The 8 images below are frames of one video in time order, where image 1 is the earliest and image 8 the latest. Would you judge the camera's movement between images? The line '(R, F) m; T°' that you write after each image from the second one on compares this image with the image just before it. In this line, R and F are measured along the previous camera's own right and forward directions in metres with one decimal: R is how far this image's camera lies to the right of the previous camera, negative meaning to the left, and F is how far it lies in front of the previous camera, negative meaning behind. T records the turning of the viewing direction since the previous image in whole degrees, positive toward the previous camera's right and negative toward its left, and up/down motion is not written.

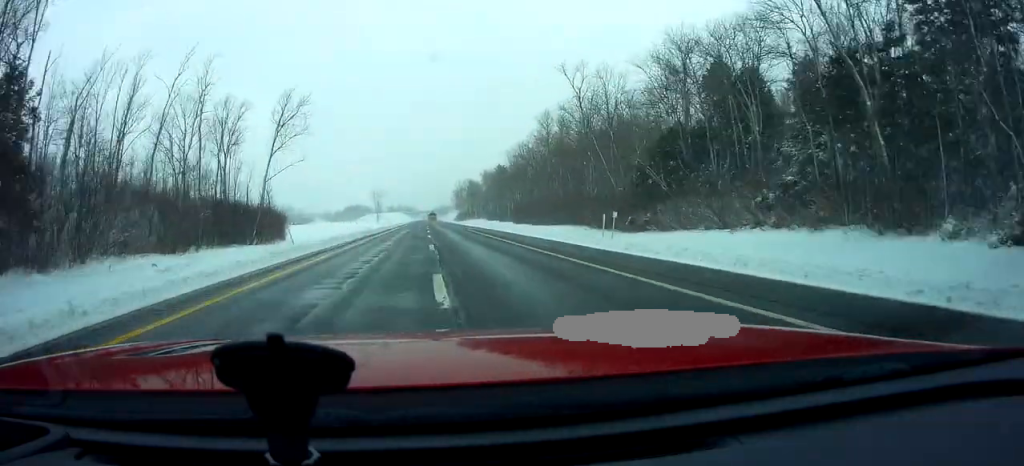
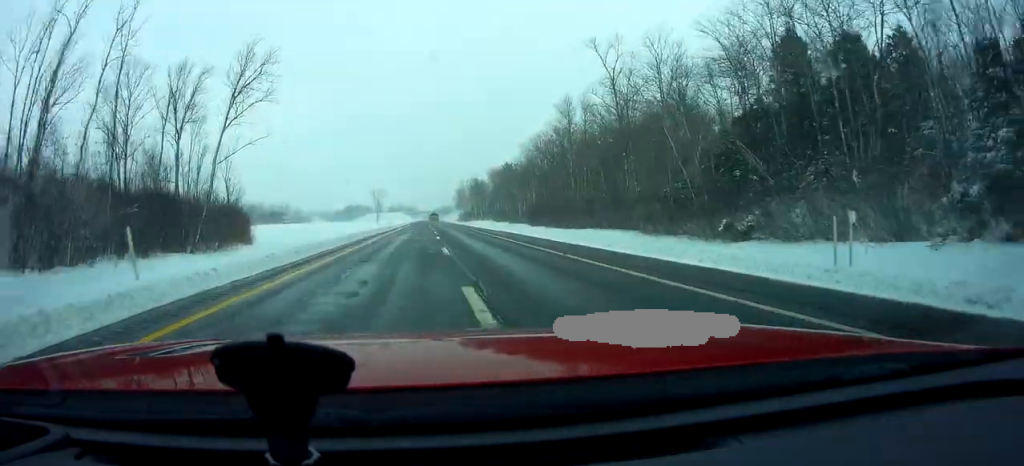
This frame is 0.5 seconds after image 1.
(0.0, +14.0) m; 0°
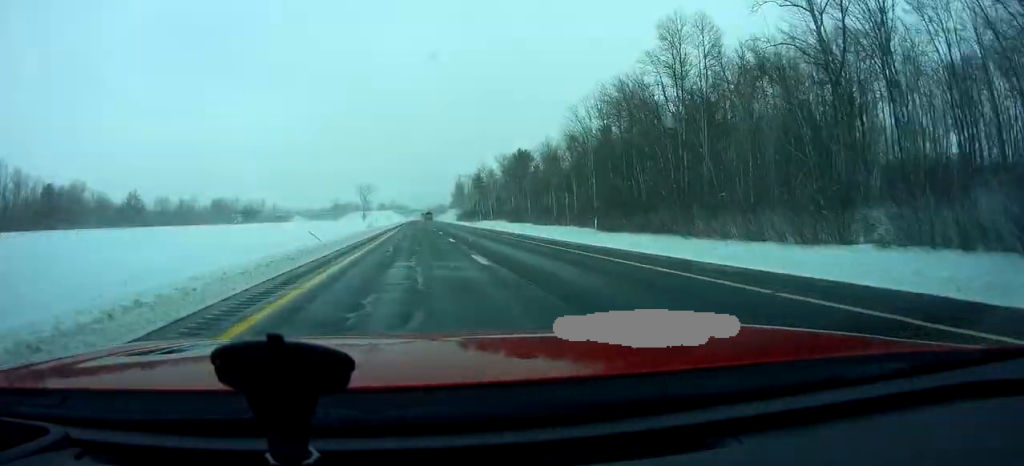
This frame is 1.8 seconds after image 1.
(-0.3, +41.5) m; 0°
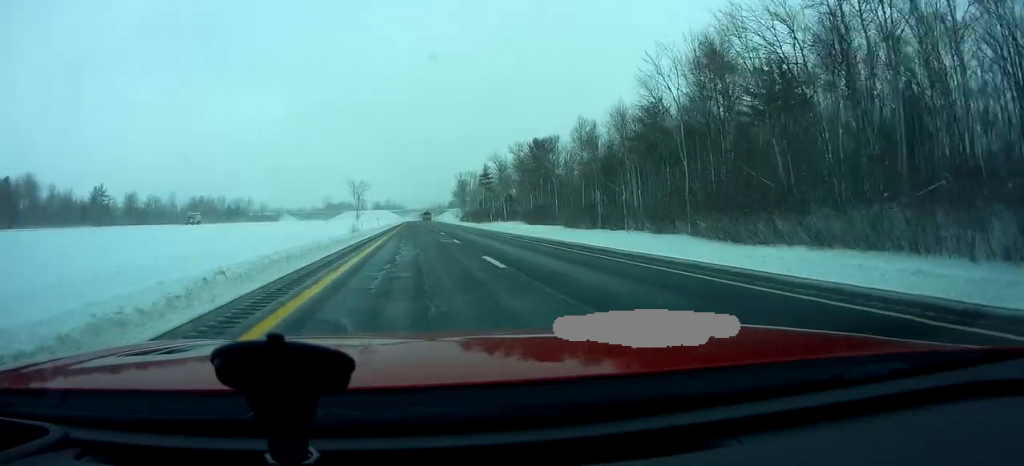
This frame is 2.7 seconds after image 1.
(+0.2, +25.4) m; +1°
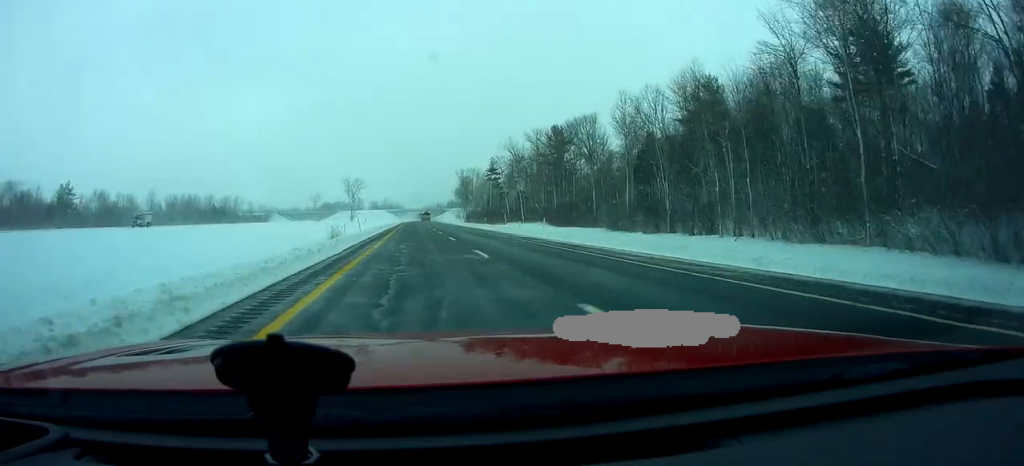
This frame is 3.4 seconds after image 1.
(+0.3, +21.3) m; 0°
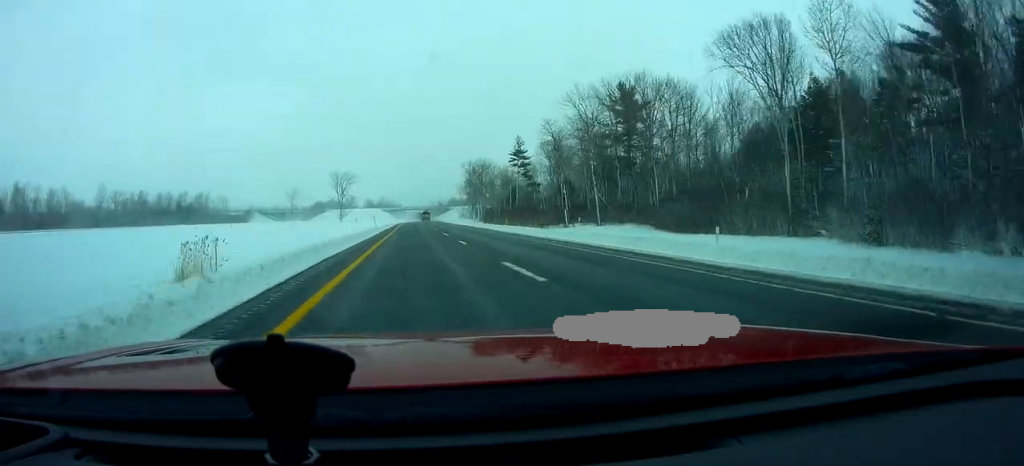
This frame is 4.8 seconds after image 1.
(-0.1, +43.3) m; 0°
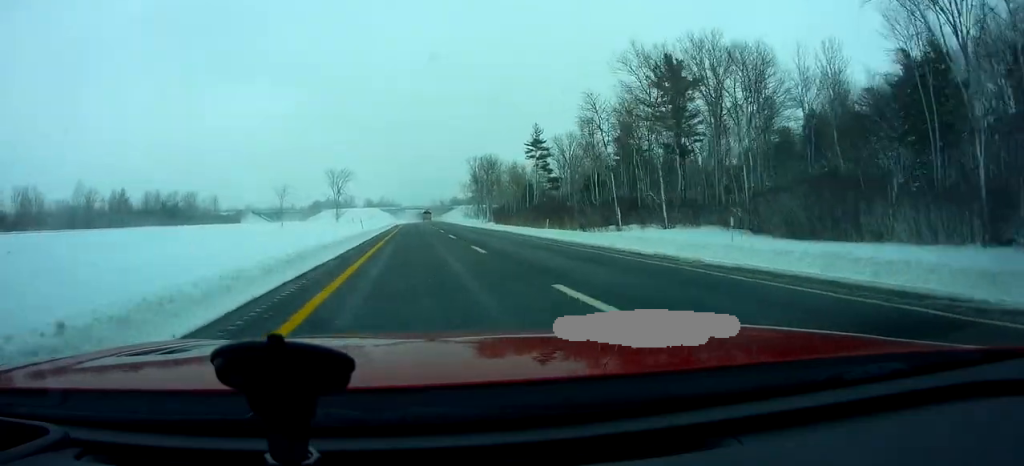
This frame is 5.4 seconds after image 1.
(+0.2, +16.9) m; 0°
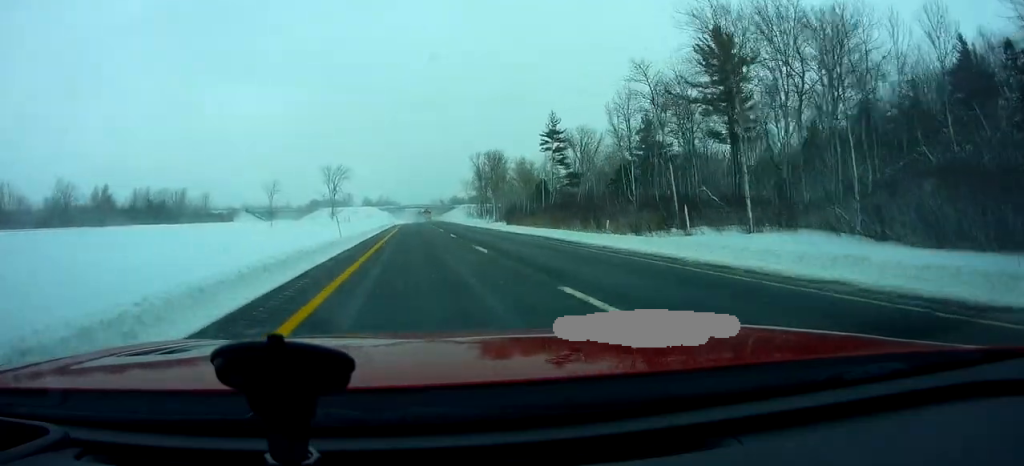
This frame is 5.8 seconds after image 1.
(+0.3, +12.9) m; 0°
